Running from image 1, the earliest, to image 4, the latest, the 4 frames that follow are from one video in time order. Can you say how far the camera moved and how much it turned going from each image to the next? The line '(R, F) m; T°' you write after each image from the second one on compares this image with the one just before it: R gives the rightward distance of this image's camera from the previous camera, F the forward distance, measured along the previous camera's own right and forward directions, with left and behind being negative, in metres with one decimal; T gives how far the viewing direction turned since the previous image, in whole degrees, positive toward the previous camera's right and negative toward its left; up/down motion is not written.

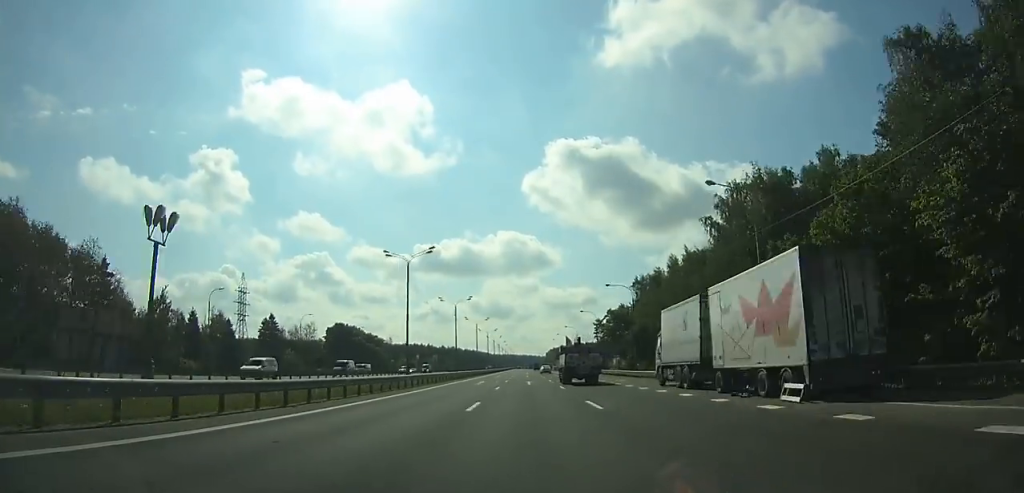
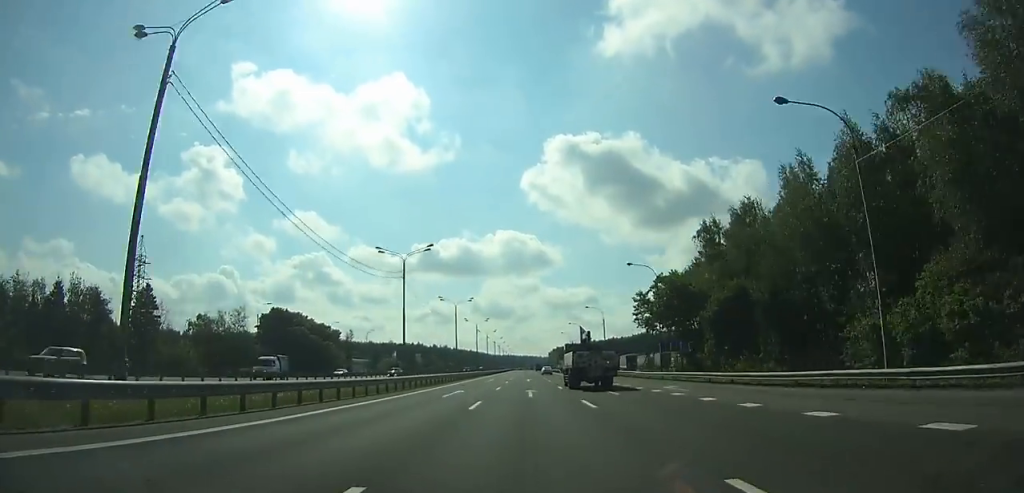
(+0.1, +47.5) m; 0°
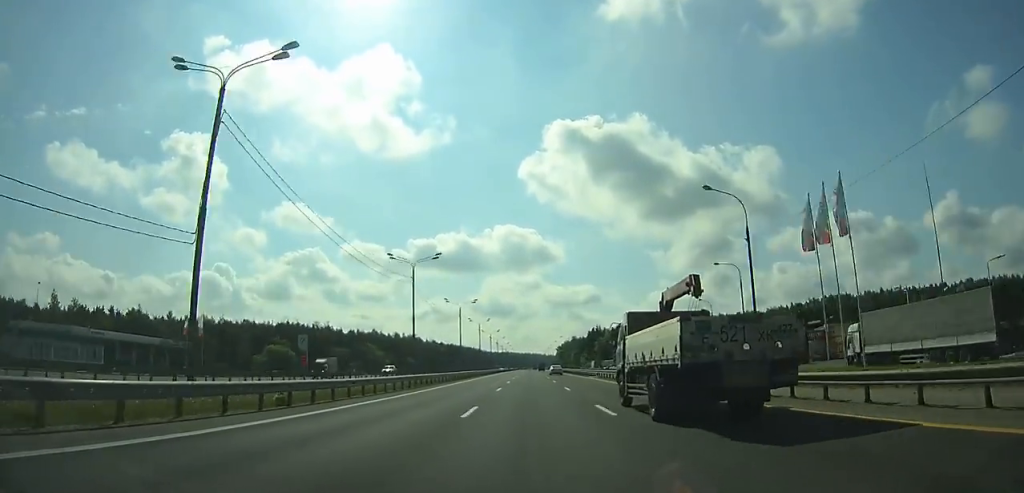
(-0.3, +132.4) m; 0°
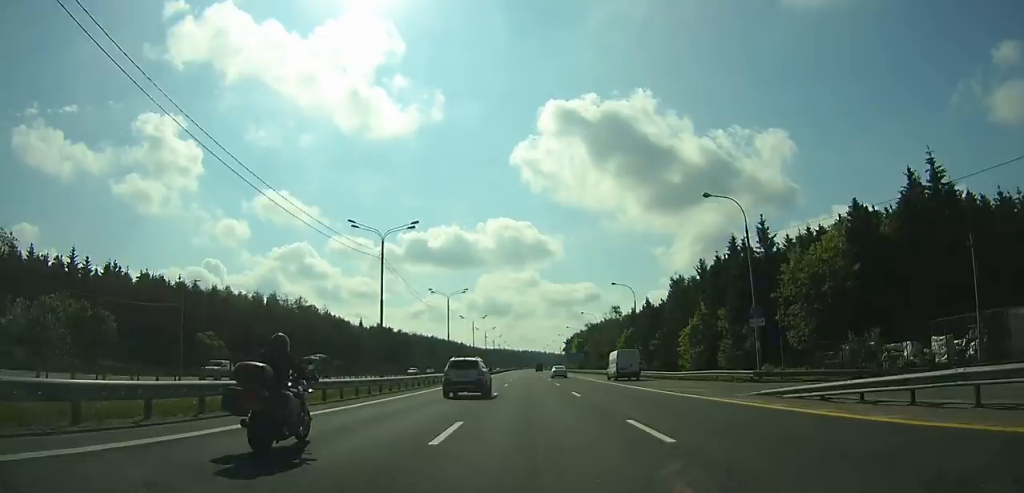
(0.0, +150.3) m; 0°
